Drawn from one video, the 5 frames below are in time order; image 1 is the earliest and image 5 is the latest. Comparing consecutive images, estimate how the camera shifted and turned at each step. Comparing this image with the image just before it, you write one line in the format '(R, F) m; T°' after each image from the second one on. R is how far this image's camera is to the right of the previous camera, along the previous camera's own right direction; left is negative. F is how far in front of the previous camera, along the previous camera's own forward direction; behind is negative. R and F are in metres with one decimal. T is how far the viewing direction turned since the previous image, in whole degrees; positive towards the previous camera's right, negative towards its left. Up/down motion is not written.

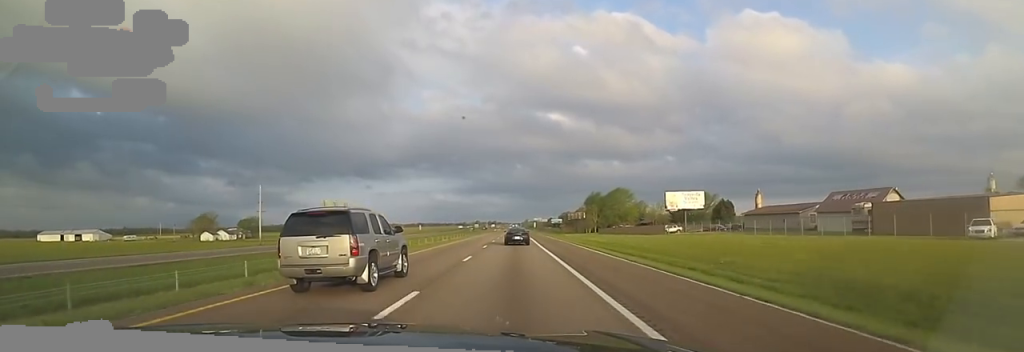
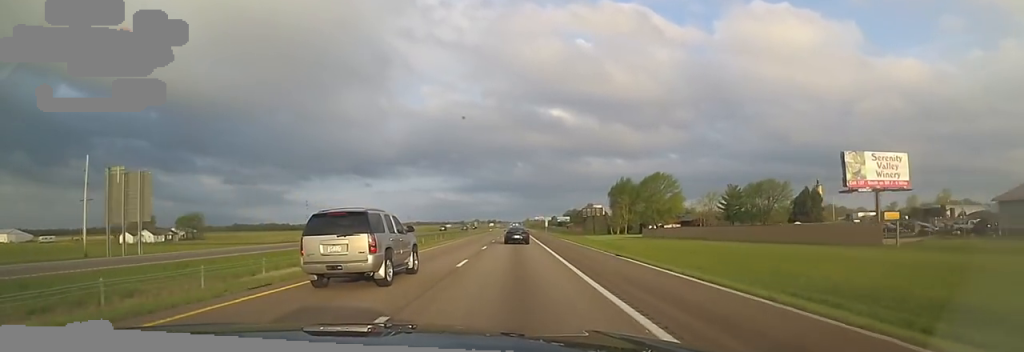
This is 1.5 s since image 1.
(-0.7, +52.1) m; -1°
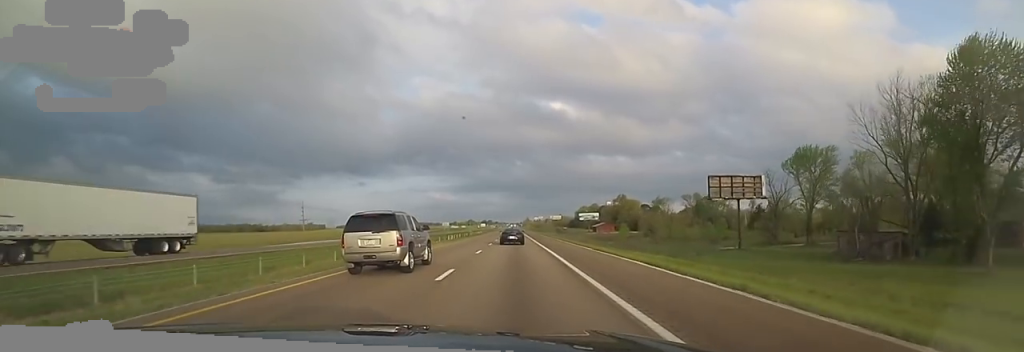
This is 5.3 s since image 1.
(+3.1, +126.1) m; 0°
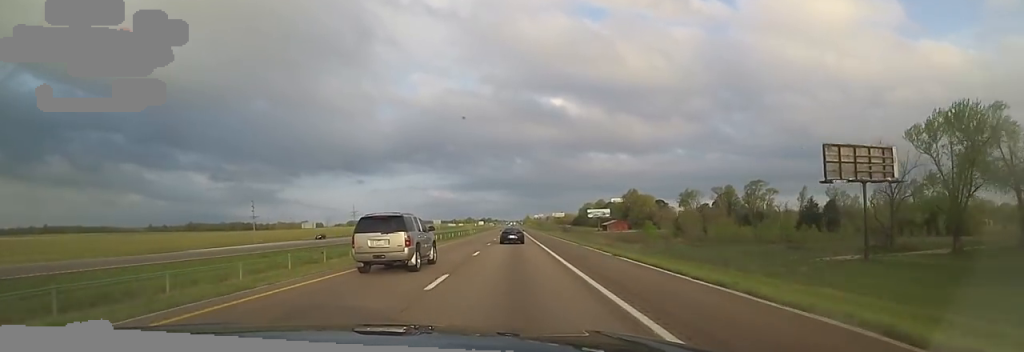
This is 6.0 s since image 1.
(0.0, +25.5) m; +2°
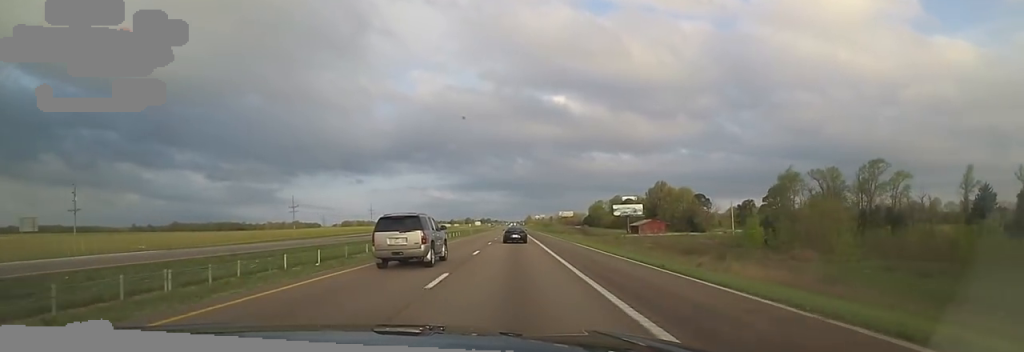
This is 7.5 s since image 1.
(+1.5, +48.5) m; 0°
